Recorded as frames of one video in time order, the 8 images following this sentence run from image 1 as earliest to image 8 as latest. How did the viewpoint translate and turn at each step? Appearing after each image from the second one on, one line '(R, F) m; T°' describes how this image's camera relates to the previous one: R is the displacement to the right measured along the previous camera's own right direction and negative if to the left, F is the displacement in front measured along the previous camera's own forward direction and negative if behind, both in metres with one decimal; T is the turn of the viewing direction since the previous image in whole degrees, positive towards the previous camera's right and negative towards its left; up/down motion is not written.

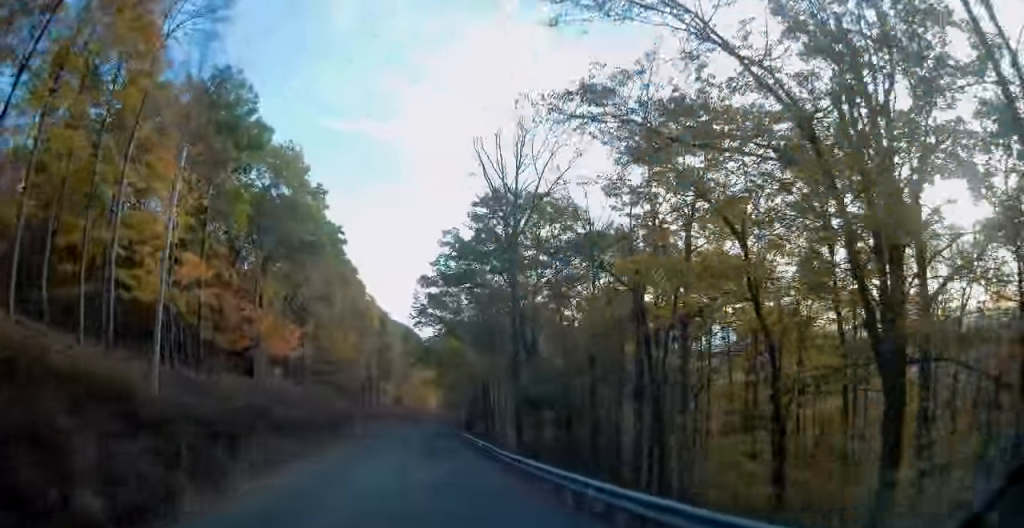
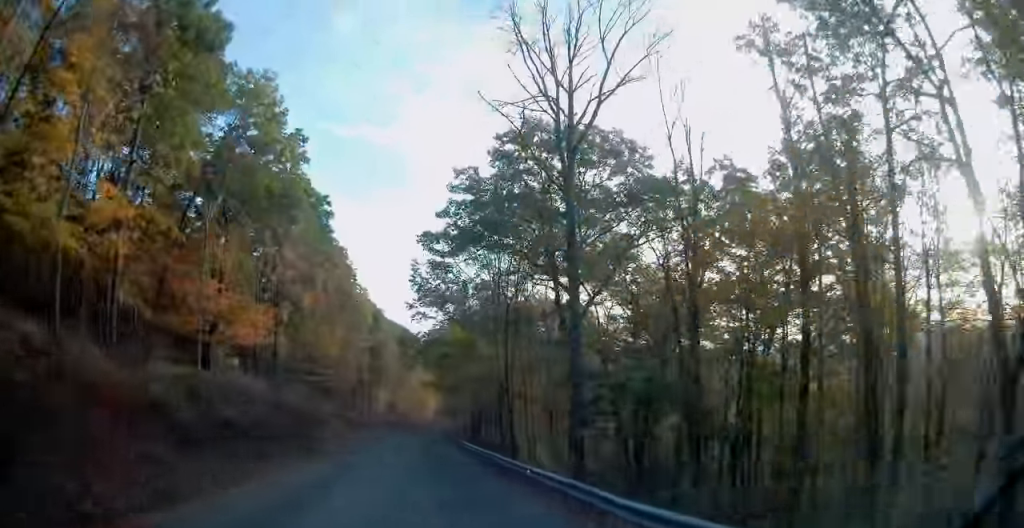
(+0.1, +13.4) m; +1°
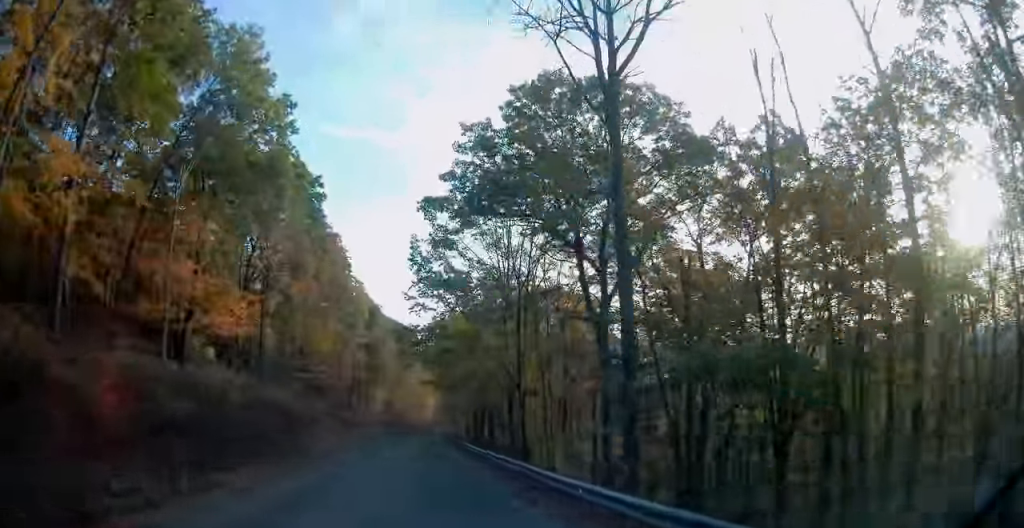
(+0.1, +5.5) m; 0°
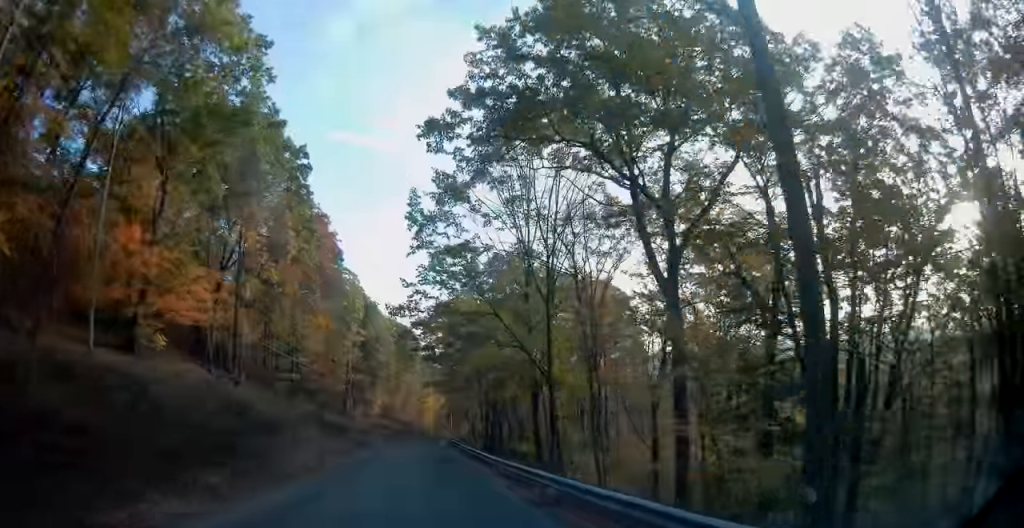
(+0.1, +8.2) m; -1°
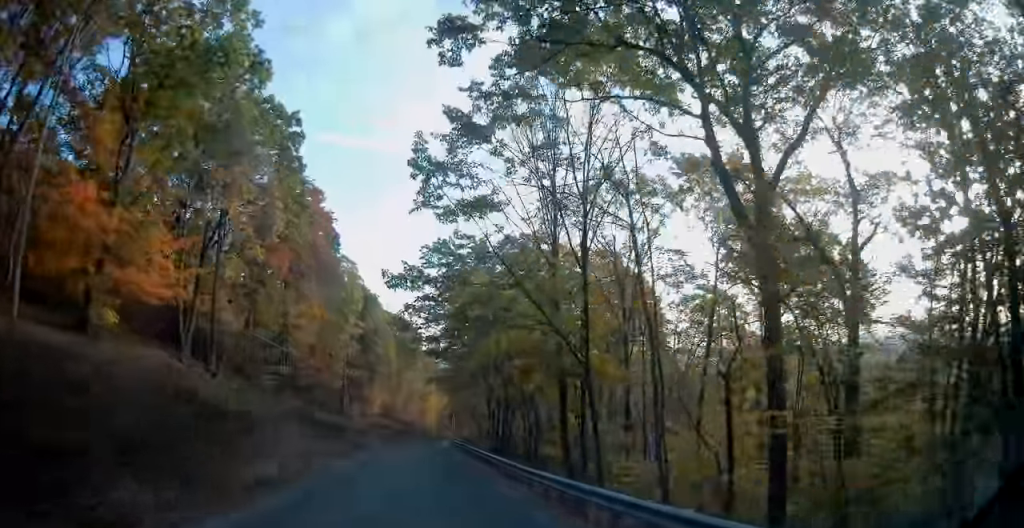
(-0.2, +5.7) m; 0°
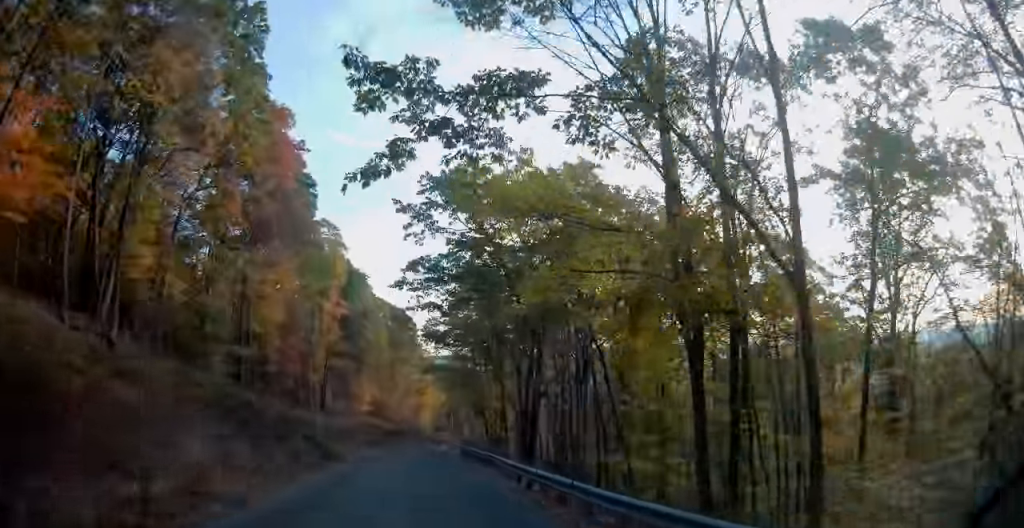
(-0.1, +13.5) m; +1°
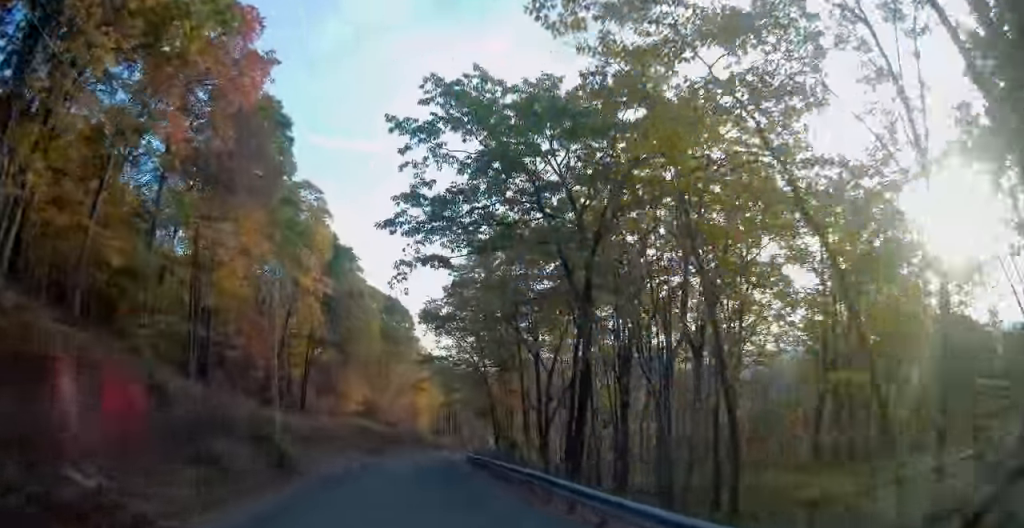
(+0.2, +10.6) m; +2°
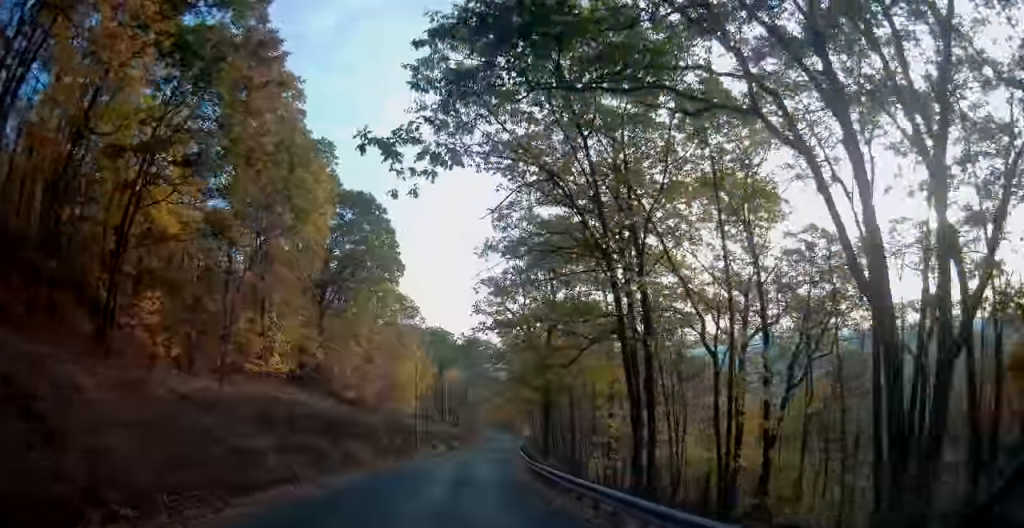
(-0.4, +40.5) m; +2°
